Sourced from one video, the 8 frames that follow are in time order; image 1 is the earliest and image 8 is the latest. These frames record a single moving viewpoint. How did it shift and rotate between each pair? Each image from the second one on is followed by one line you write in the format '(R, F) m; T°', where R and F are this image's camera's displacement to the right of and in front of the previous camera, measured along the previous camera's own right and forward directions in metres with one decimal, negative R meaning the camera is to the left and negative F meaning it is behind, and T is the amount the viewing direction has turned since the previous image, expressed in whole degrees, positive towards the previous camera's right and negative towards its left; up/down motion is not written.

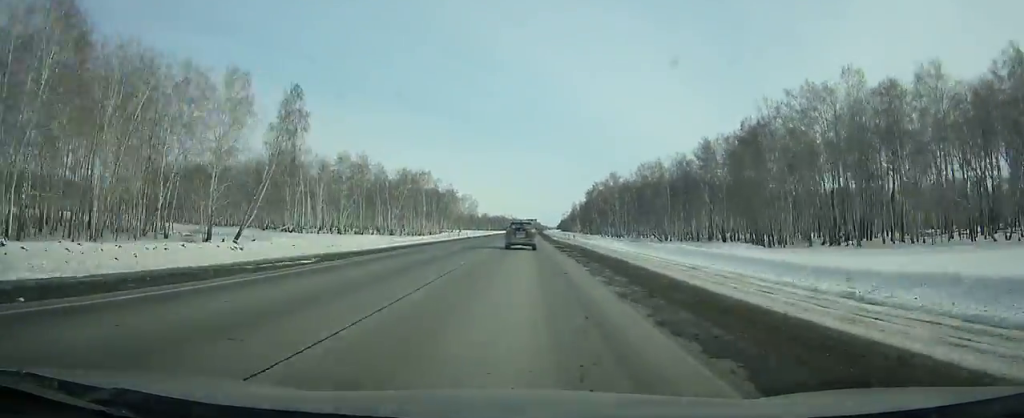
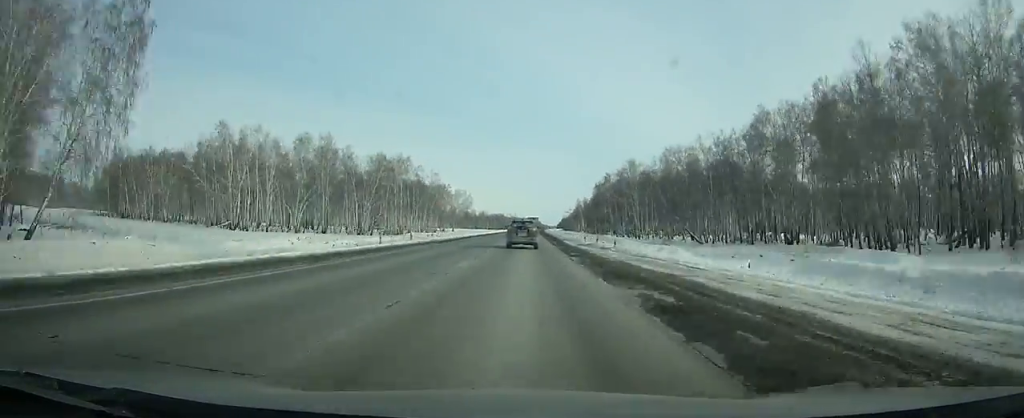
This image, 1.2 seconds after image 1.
(-0.1, +31.7) m; 0°
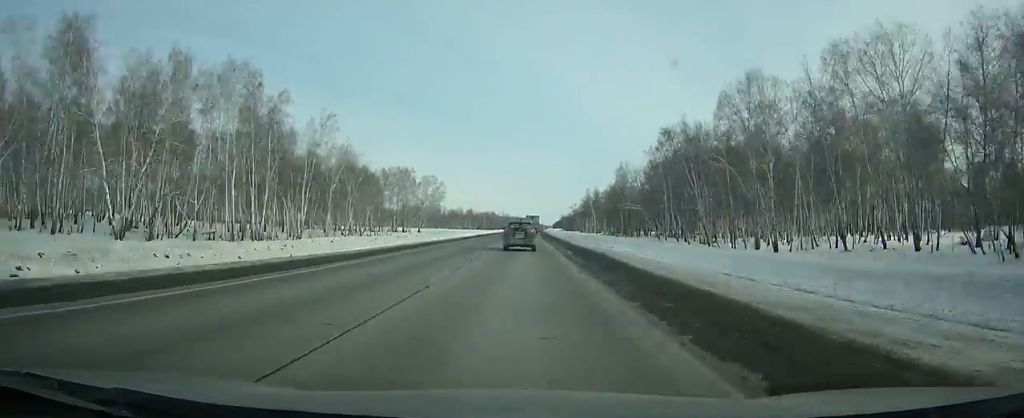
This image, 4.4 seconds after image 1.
(+0.3, +83.6) m; 0°
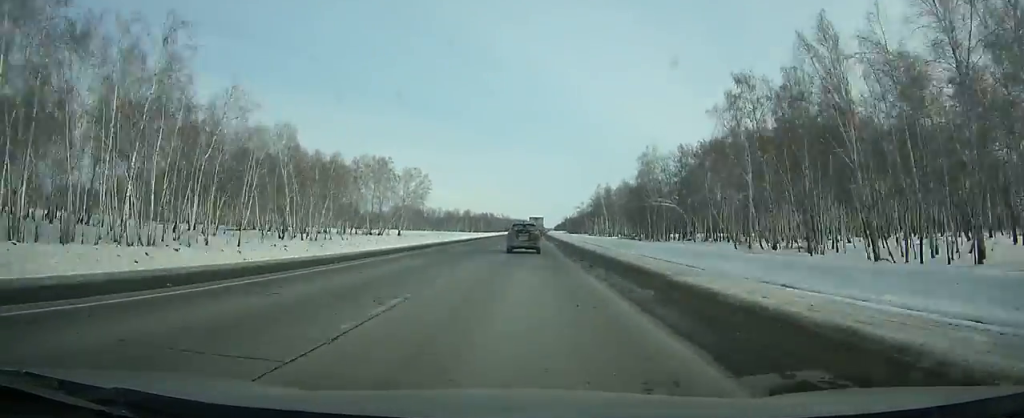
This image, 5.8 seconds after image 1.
(0.0, +35.9) m; 0°
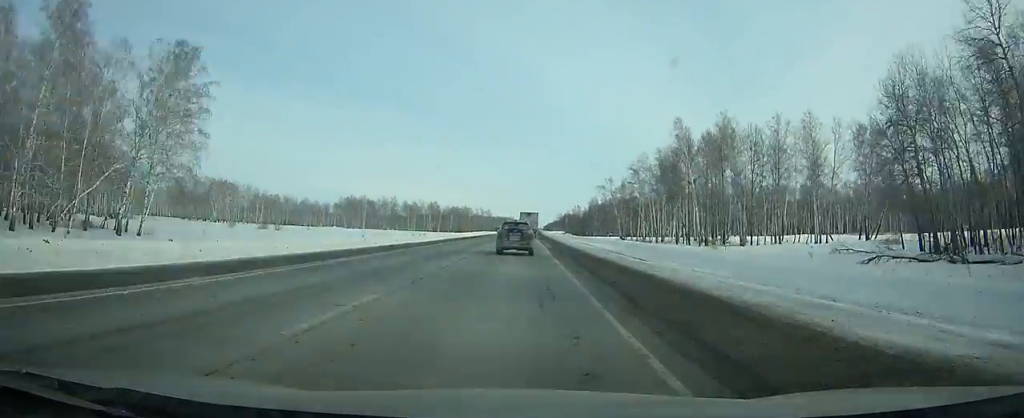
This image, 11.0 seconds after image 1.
(+0.8, +131.5) m; +1°
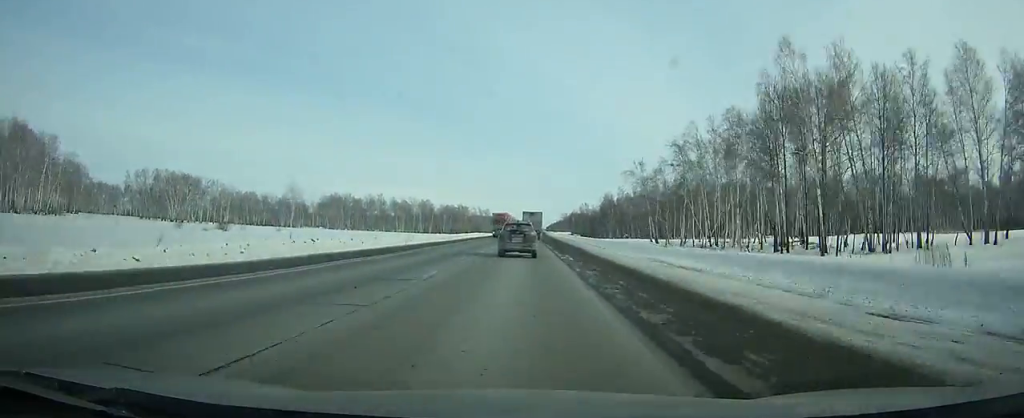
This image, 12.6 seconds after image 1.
(+0.2, +39.5) m; 0°
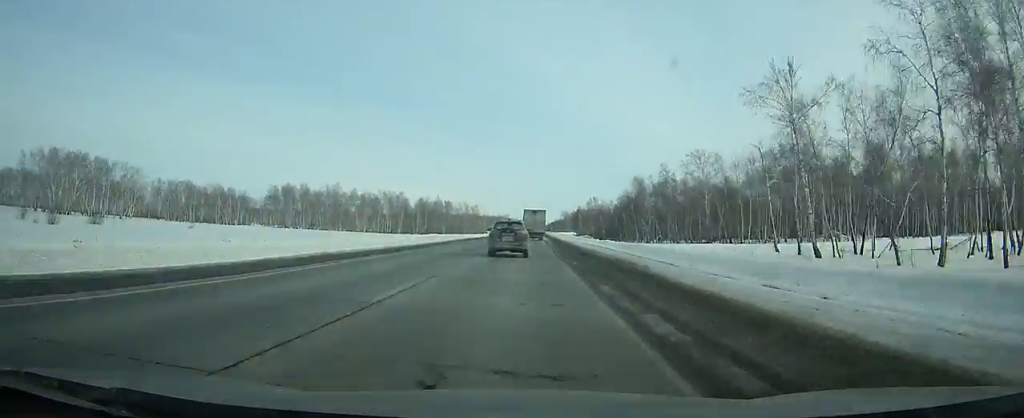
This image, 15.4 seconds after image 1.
(+0.2, +68.1) m; 0°
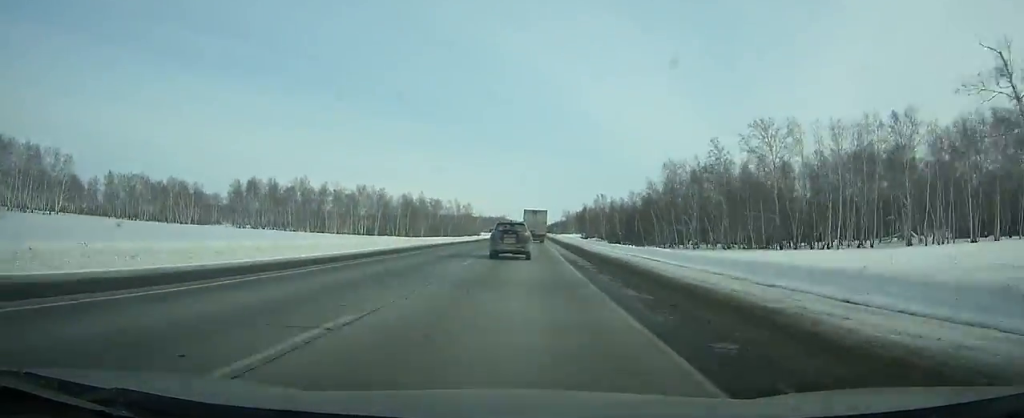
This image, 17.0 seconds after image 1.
(0.0, +38.3) m; 0°
